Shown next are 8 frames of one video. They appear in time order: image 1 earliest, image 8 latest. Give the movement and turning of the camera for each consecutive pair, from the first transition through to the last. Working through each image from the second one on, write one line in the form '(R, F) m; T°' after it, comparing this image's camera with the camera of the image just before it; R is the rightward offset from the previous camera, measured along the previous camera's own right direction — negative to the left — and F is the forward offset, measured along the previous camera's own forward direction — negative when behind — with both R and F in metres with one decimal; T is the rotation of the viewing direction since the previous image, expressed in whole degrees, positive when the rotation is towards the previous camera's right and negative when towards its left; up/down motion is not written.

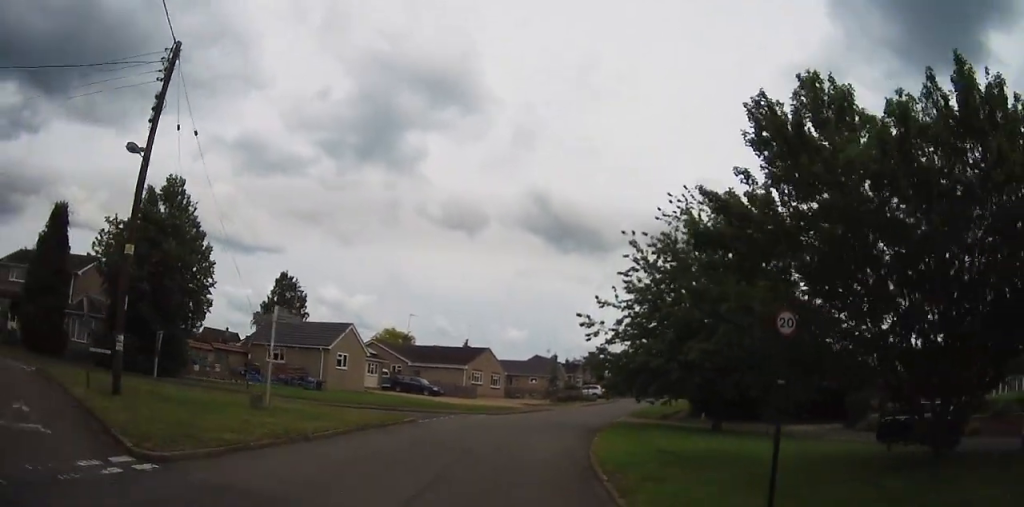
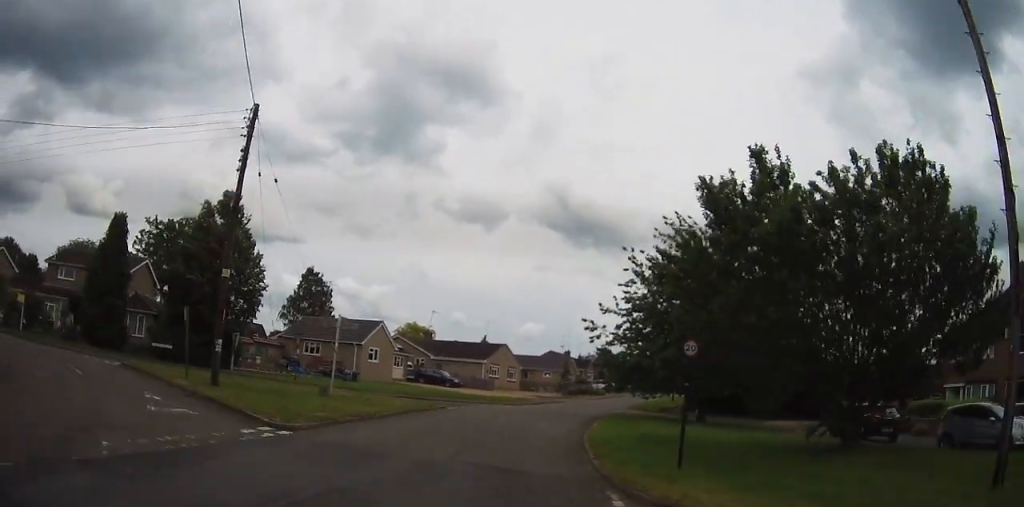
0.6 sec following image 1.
(0.0, +4.9) m; 0°
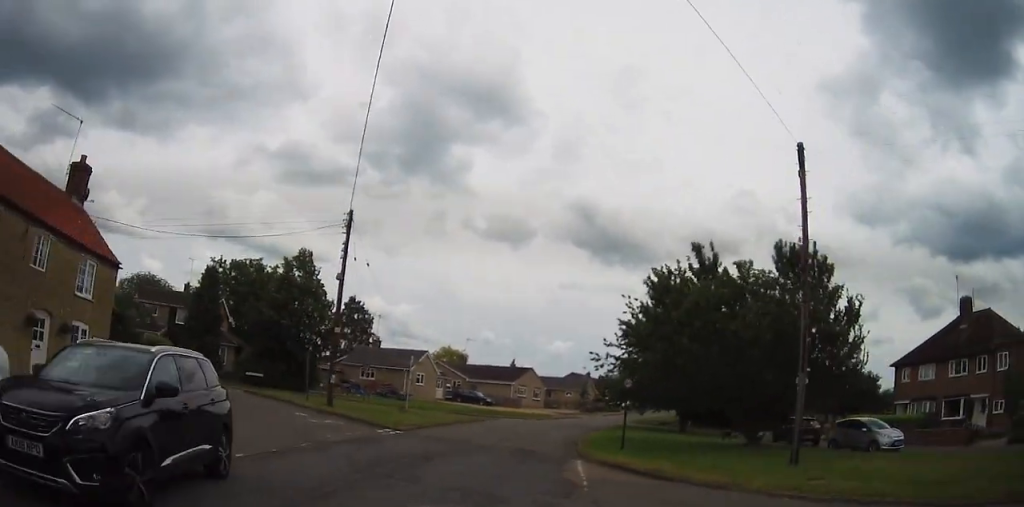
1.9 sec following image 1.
(0.0, +9.6) m; -1°
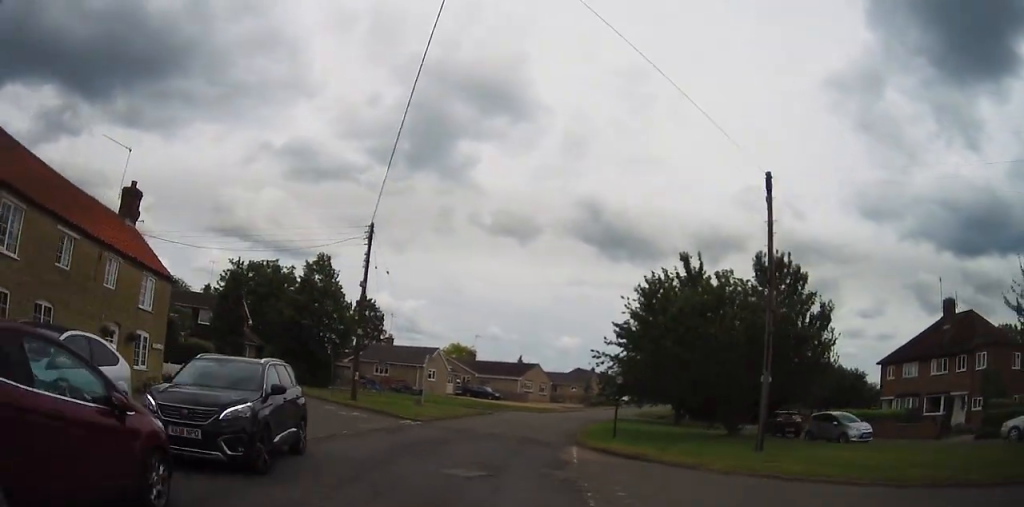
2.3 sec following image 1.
(+0.1, +3.1) m; -2°
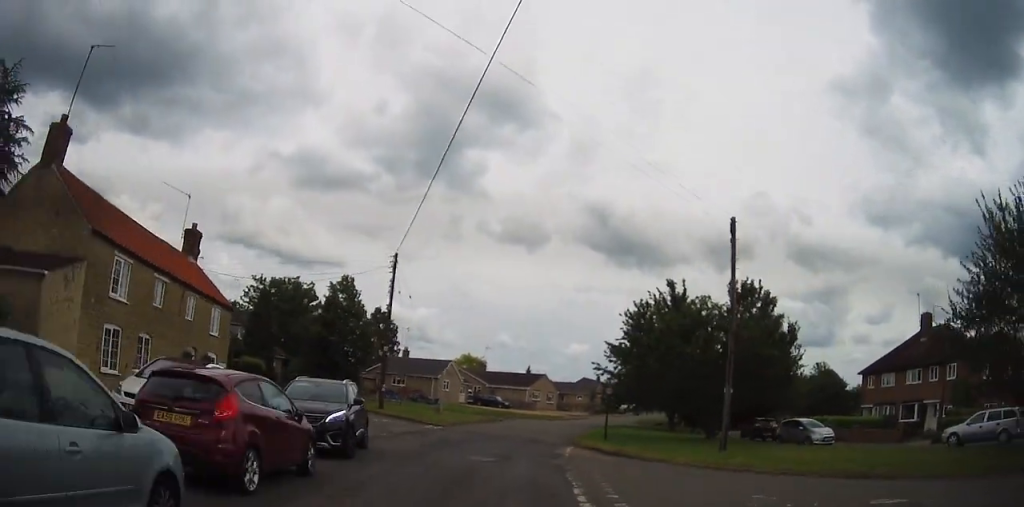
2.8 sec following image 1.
(-0.1, +4.5) m; -2°
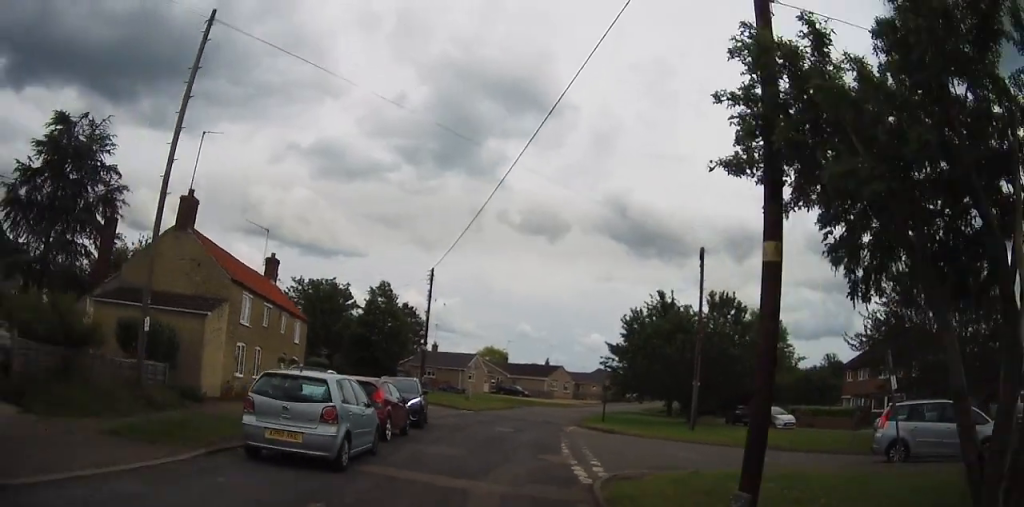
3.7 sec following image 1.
(-0.4, +7.3) m; -2°
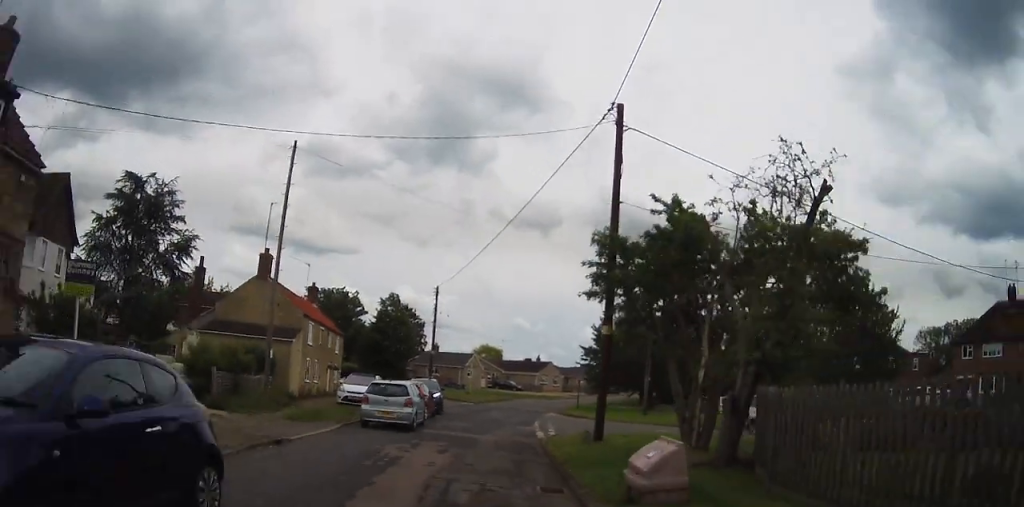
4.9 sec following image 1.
(+0.2, +9.4) m; +3°
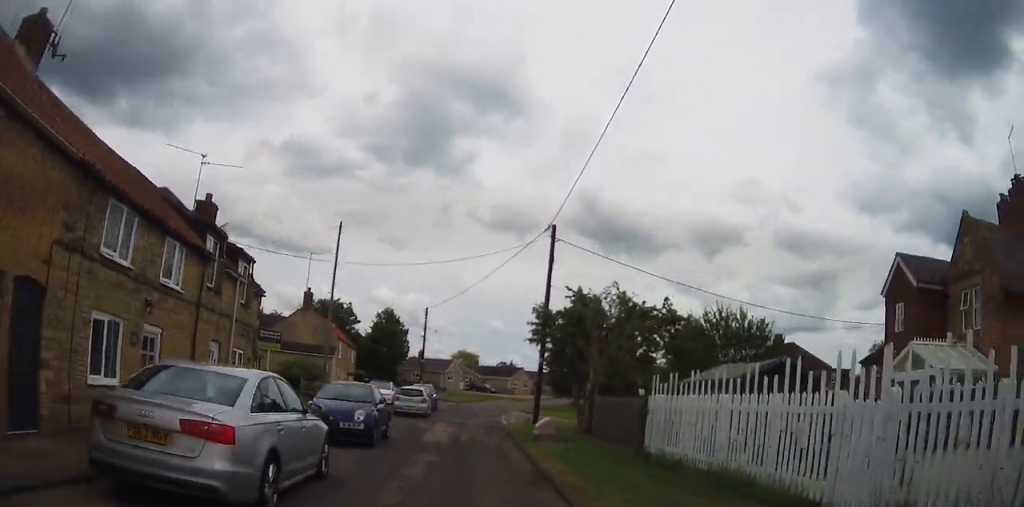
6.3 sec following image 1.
(0.0, +11.9) m; 0°
